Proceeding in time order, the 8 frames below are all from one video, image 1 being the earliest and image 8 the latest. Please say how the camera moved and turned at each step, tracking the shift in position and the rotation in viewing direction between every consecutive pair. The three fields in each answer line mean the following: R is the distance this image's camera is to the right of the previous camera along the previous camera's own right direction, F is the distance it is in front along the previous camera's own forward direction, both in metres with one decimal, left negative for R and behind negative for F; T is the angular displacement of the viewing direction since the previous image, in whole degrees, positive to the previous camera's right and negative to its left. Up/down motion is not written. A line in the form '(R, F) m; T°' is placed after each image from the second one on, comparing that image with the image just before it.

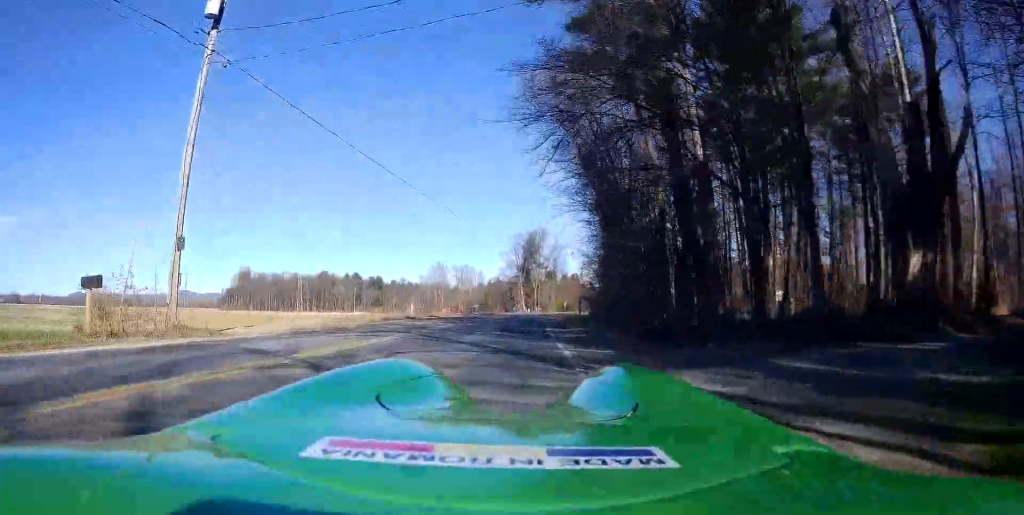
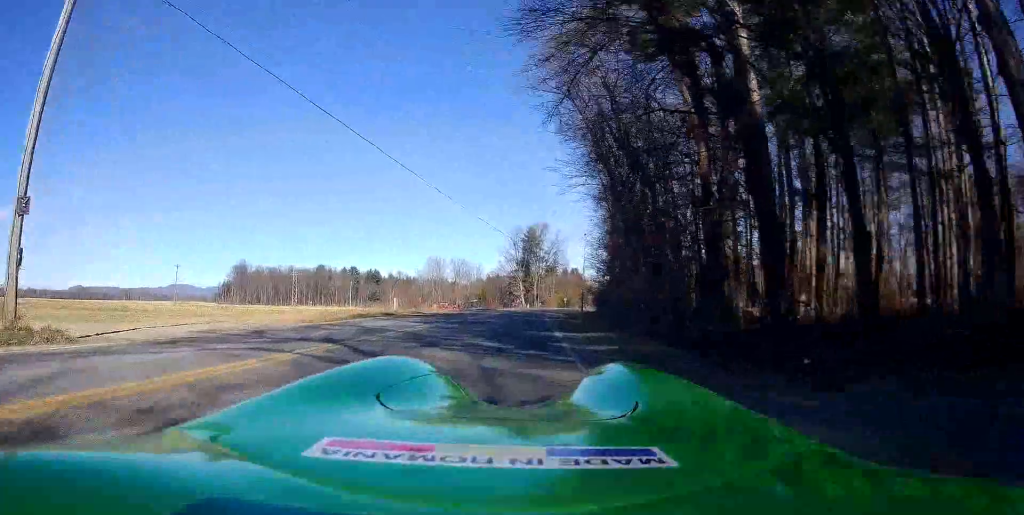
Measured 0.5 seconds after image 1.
(+0.1, +5.4) m; +1°
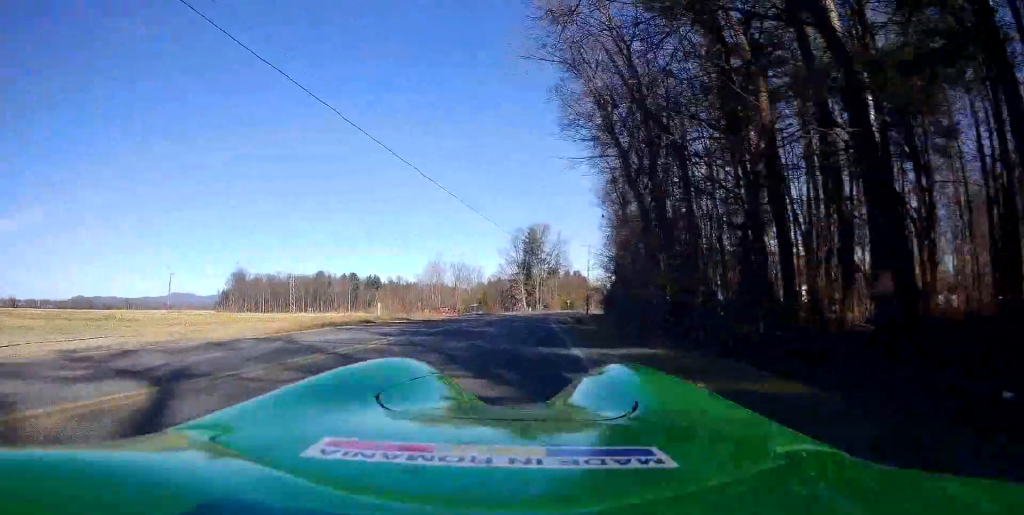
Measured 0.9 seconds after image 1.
(0.0, +4.5) m; +1°
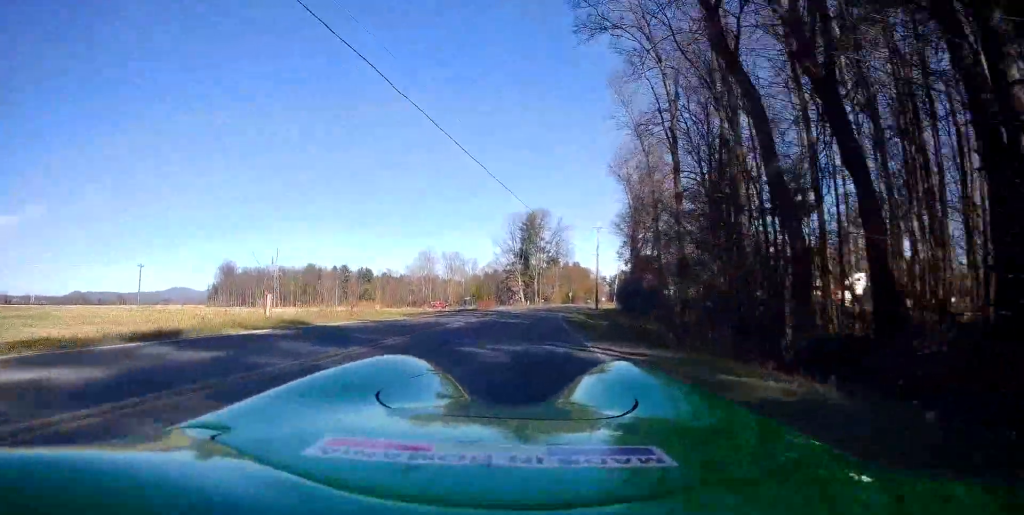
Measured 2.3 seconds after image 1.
(+0.3, +14.4) m; +1°
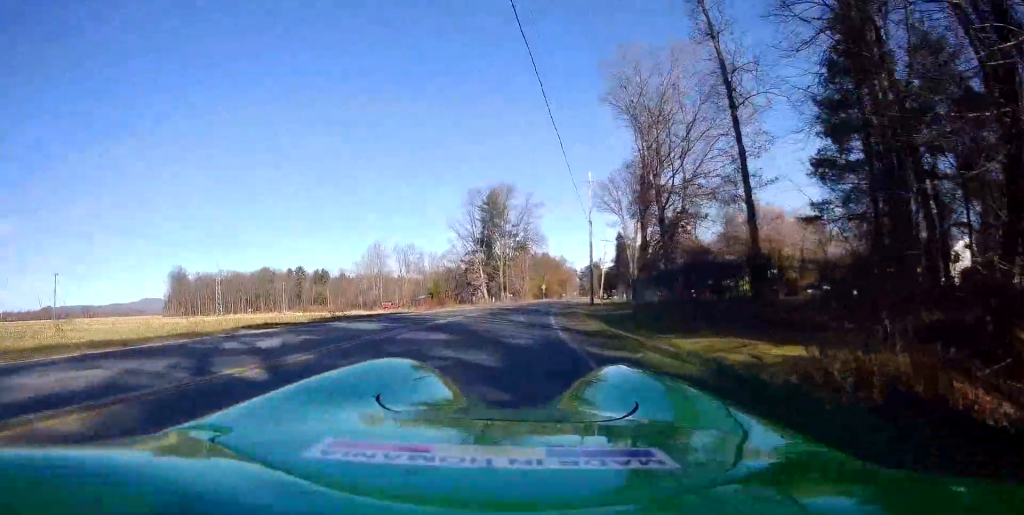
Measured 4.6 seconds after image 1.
(+1.1, +23.9) m; +5°
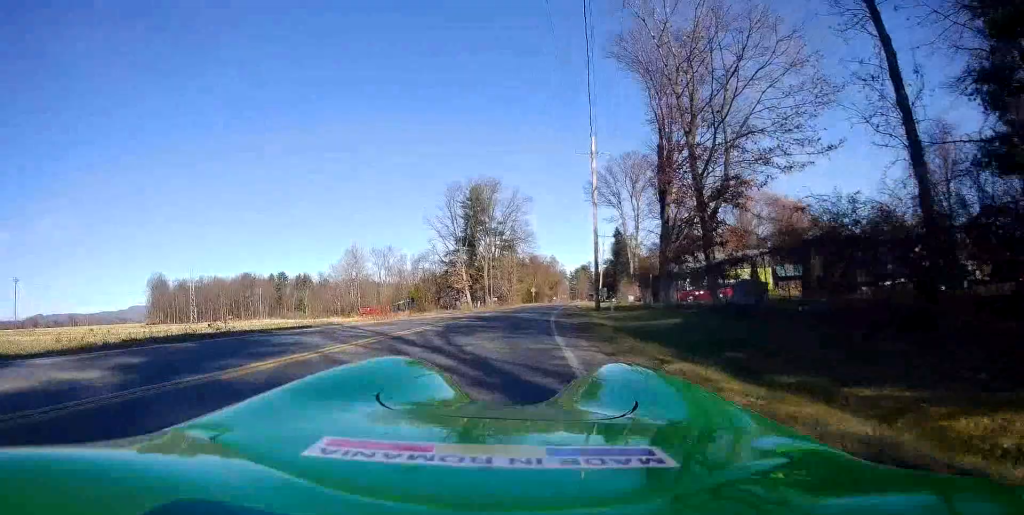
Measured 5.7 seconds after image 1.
(+0.4, +11.2) m; +3°
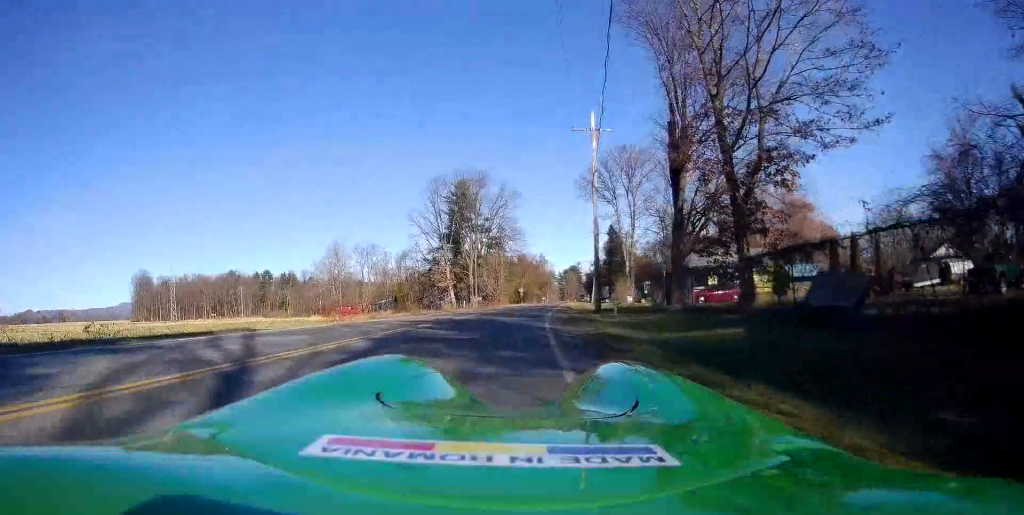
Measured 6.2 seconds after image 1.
(+0.2, +5.7) m; +1°
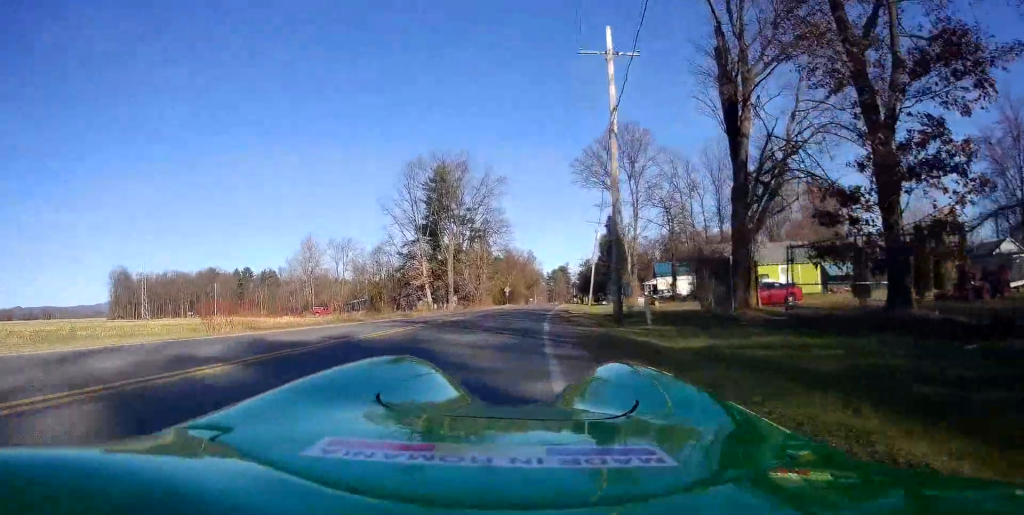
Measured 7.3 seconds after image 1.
(-0.4, +11.3) m; -3°
